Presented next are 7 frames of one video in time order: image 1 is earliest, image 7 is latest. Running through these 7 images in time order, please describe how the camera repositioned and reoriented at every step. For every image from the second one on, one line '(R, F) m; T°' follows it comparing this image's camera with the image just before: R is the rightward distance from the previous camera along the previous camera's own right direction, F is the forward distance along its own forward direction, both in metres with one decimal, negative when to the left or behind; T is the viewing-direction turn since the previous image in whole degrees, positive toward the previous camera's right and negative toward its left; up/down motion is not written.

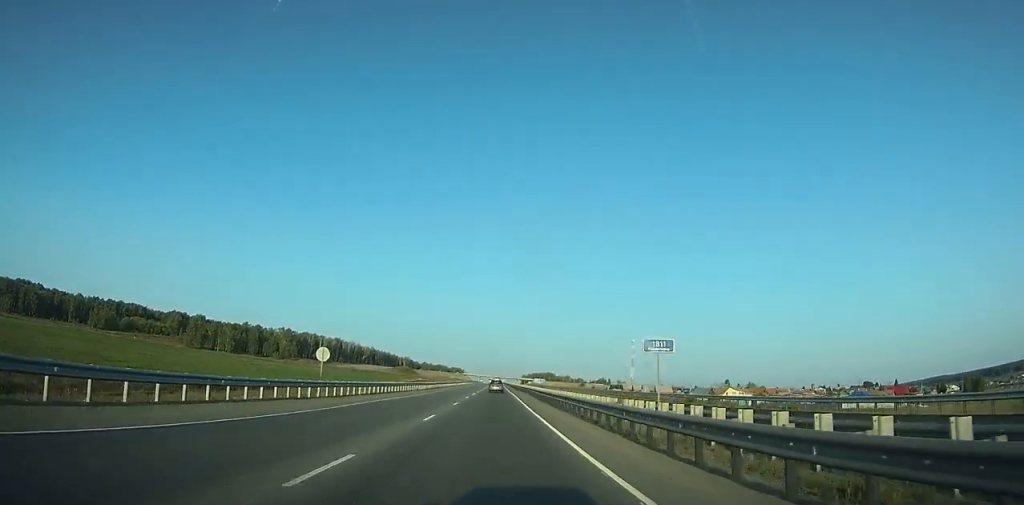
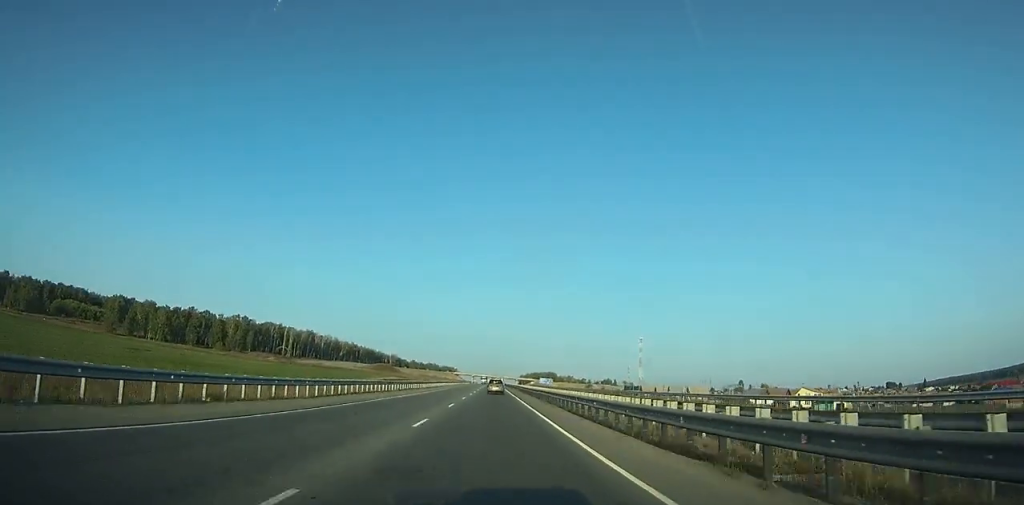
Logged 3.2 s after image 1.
(-0.1, +73.8) m; +1°
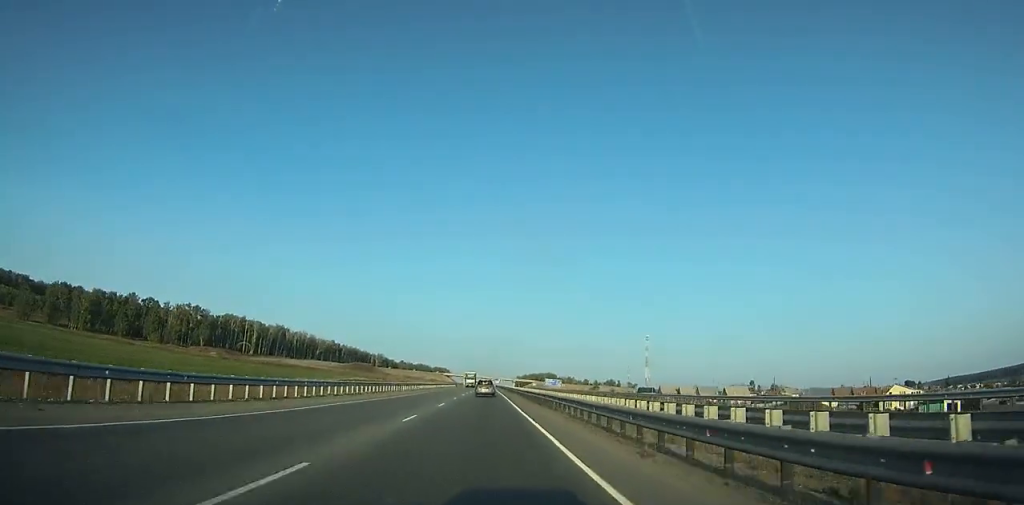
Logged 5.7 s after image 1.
(+0.7, +57.5) m; 0°
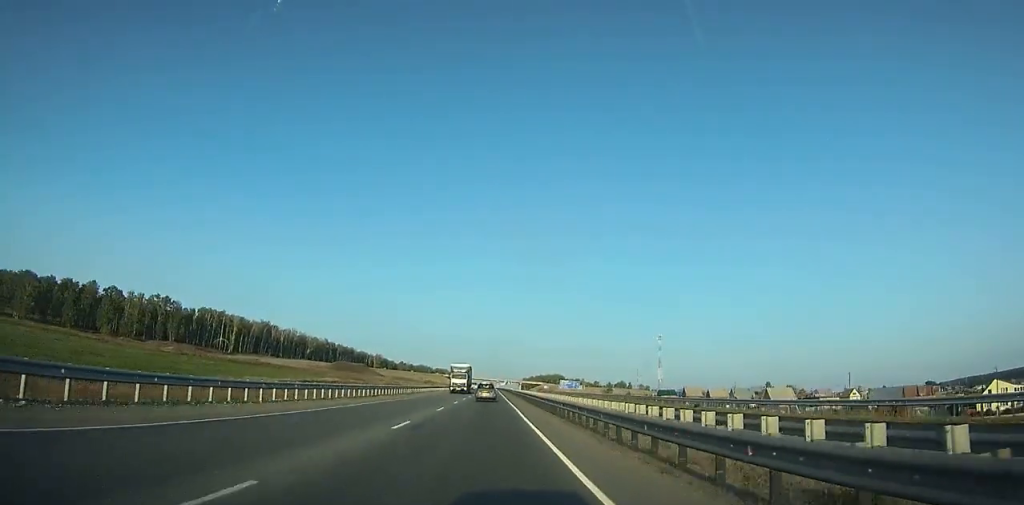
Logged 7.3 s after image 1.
(+0.4, +36.6) m; 0°
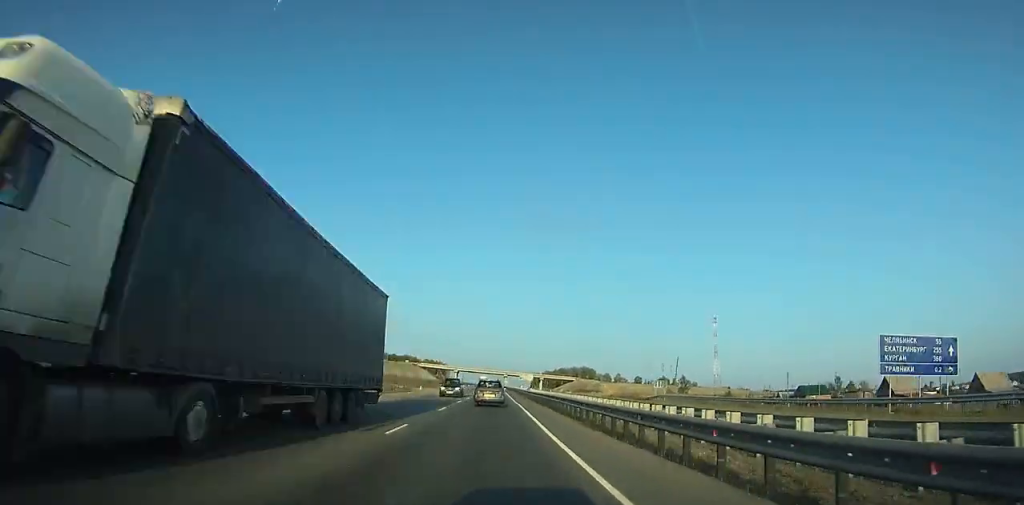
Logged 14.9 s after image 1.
(-2.4, +170.4) m; 0°
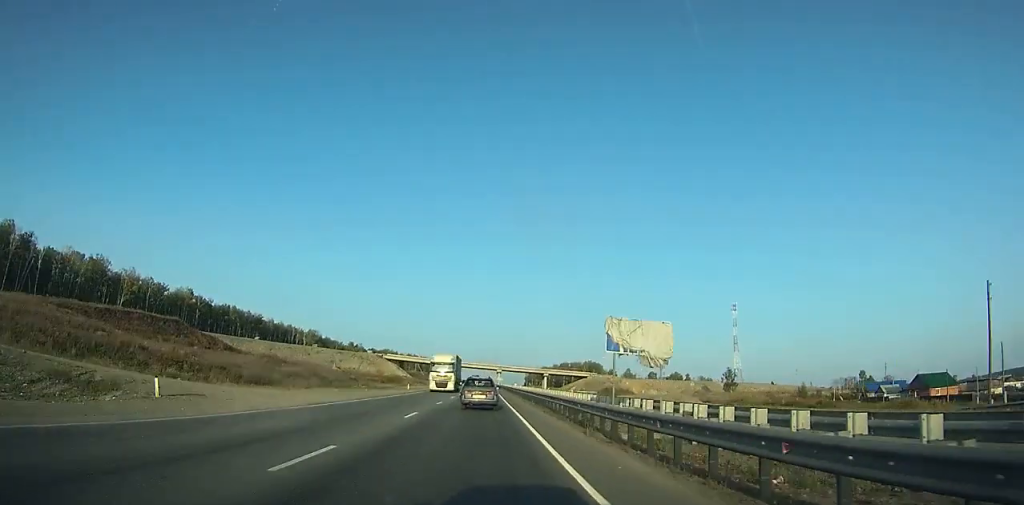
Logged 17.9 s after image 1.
(+0.1, +65.6) m; 0°
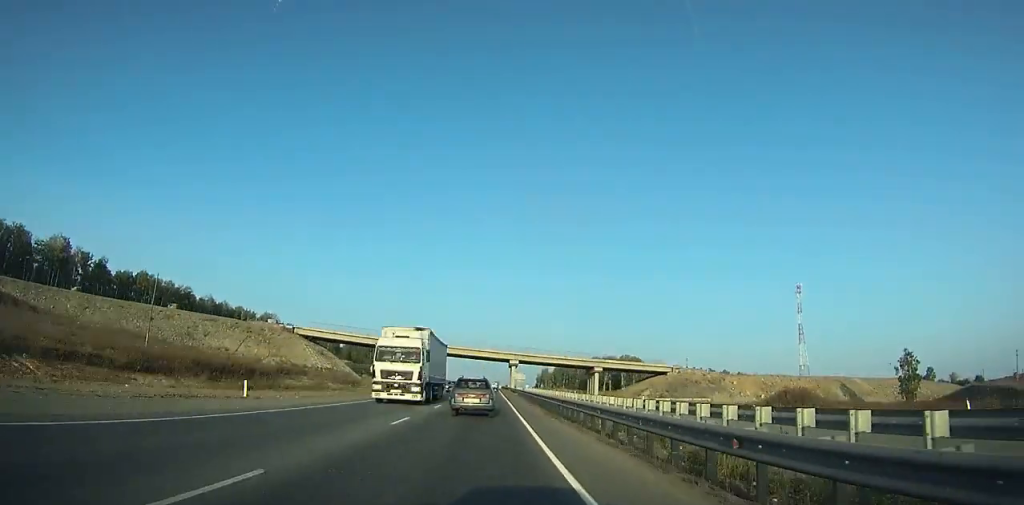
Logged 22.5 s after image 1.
(+0.1, +98.1) m; 0°
